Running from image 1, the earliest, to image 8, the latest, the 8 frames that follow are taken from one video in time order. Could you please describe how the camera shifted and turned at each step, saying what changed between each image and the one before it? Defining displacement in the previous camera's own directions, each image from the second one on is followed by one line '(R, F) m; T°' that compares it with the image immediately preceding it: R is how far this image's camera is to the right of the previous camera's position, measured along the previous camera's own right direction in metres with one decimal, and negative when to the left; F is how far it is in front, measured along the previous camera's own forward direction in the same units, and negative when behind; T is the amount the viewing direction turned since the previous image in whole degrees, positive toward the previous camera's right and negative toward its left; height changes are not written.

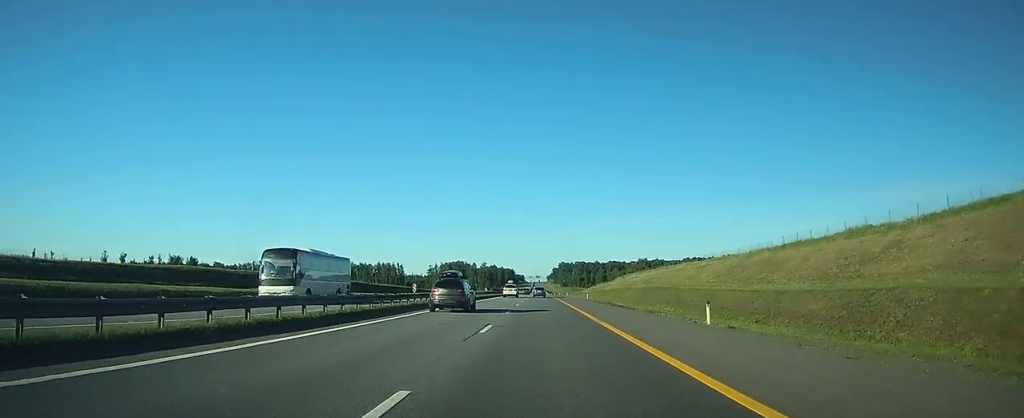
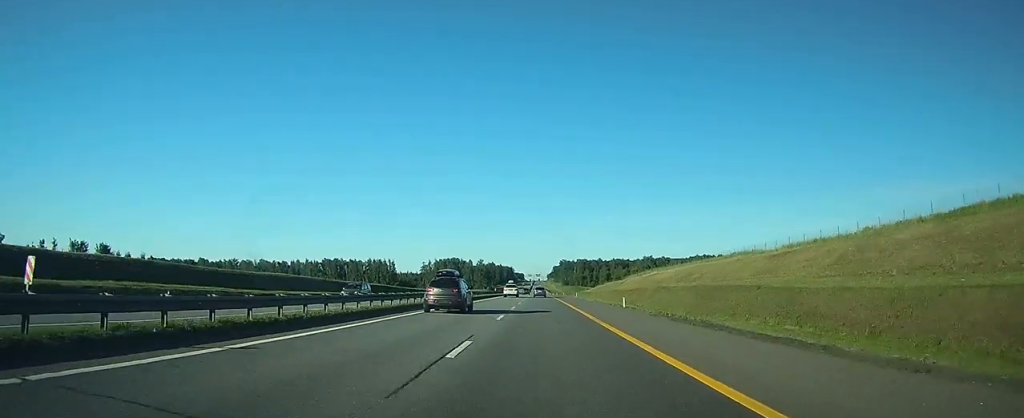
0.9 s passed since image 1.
(0.0, +29.9) m; 0°
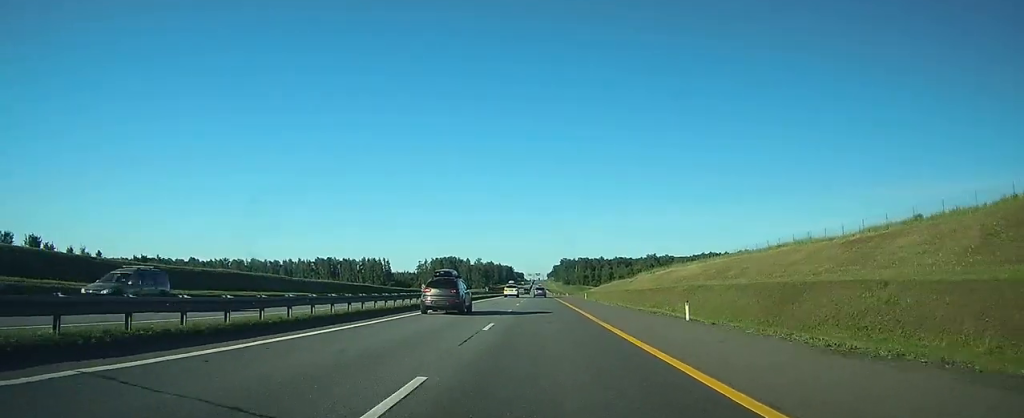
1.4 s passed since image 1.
(0.0, +17.3) m; 0°
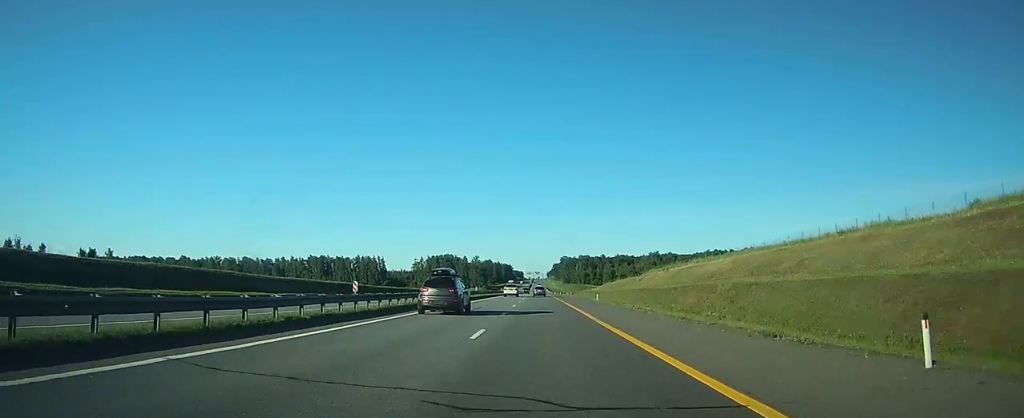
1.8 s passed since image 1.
(0.0, +15.0) m; 0°
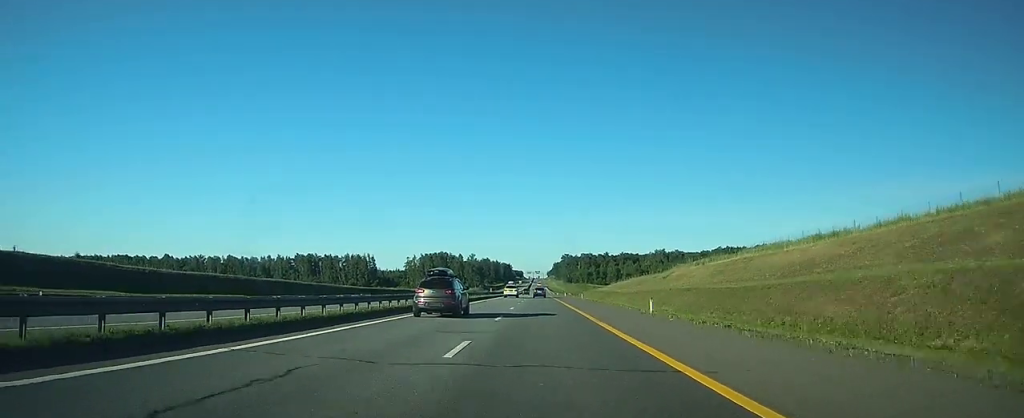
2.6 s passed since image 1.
(+0.1, +27.7) m; 0°
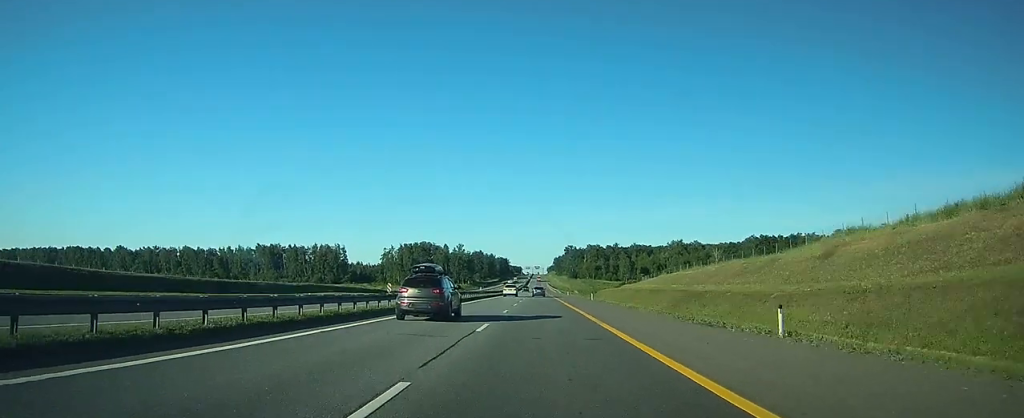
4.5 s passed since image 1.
(-0.2, +66.1) m; 0°
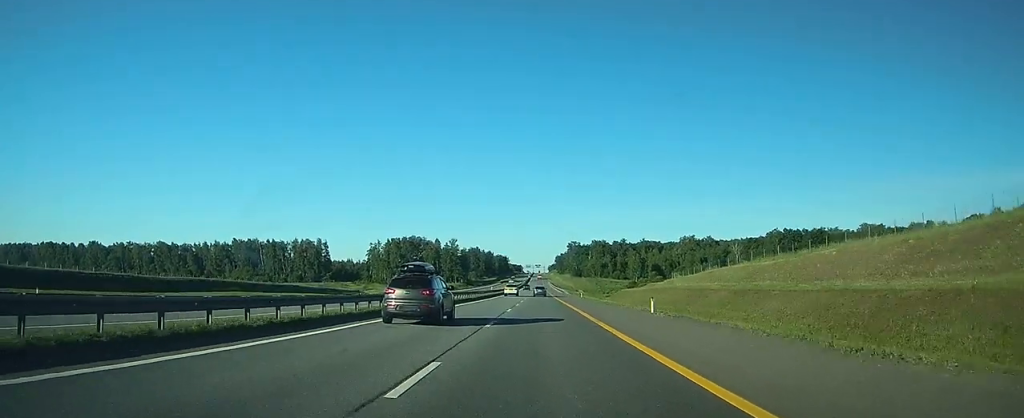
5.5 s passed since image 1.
(0.0, +33.7) m; 0°
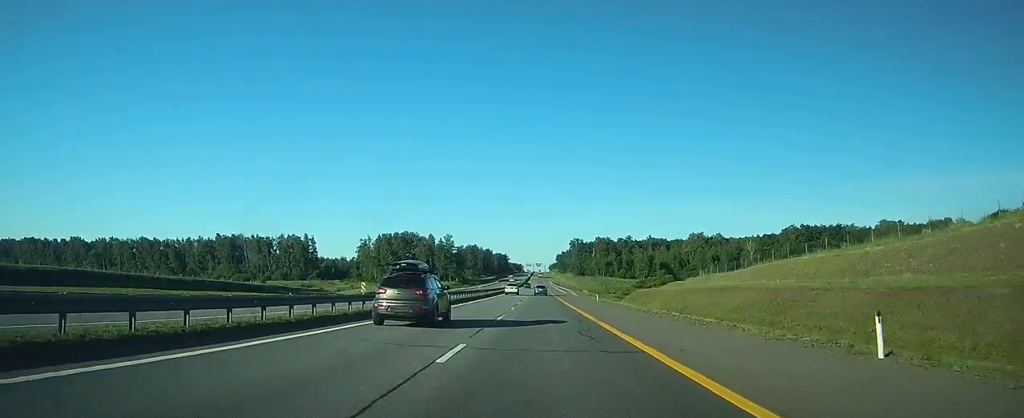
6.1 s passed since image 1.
(0.0, +21.0) m; 0°
